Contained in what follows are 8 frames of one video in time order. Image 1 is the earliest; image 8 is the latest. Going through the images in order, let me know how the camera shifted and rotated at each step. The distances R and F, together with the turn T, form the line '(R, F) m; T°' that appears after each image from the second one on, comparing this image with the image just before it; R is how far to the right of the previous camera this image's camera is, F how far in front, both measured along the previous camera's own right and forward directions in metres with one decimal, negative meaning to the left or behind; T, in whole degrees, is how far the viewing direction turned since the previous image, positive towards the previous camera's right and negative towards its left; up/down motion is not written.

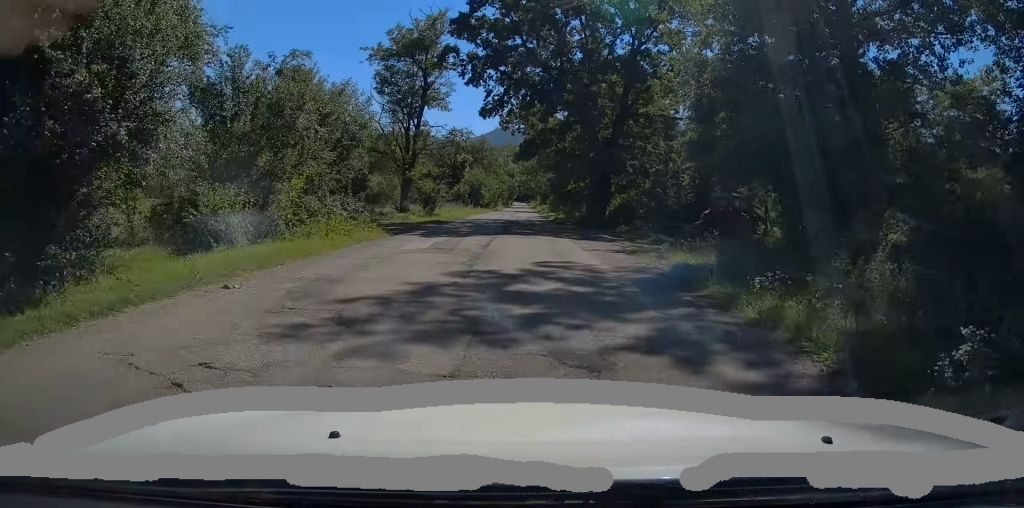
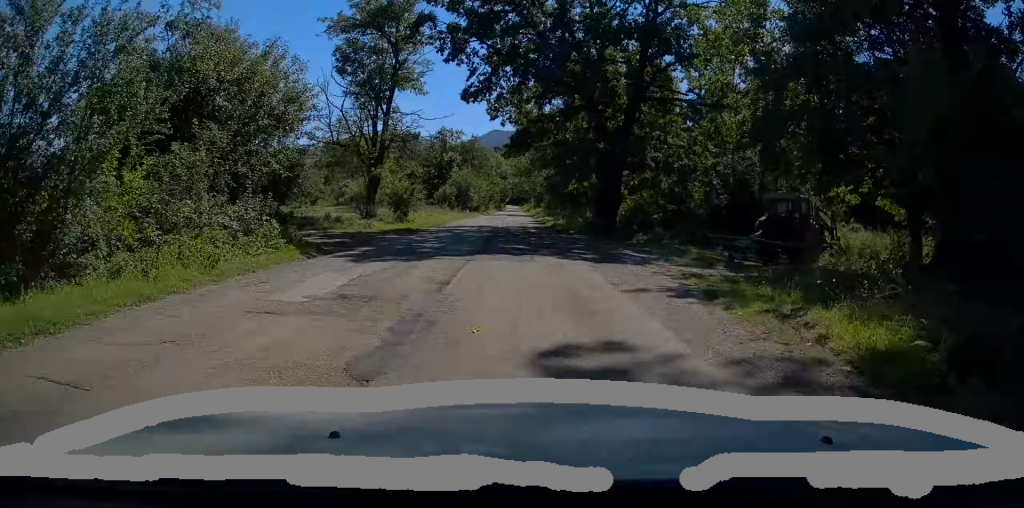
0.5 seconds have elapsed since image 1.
(0.0, +7.0) m; 0°
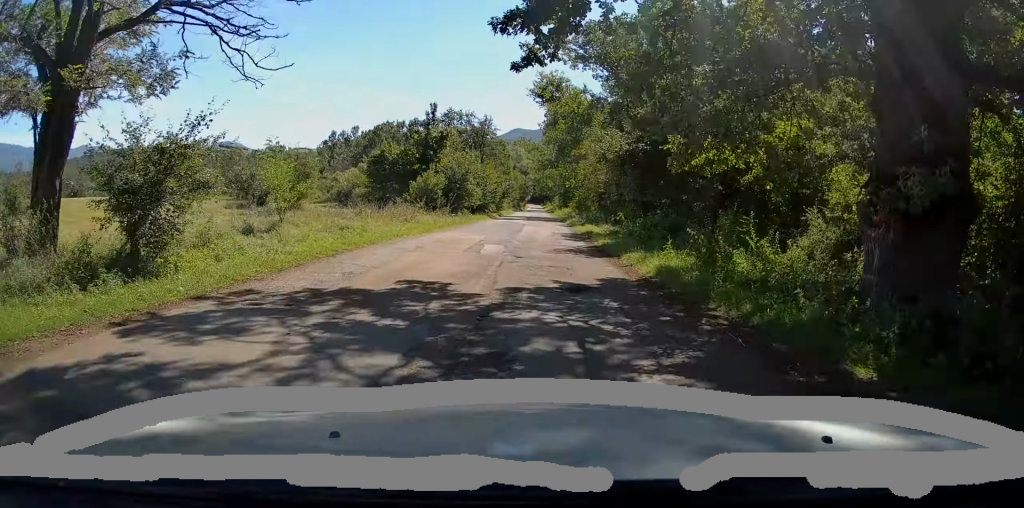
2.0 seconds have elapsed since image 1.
(-0.5, +23.6) m; -2°
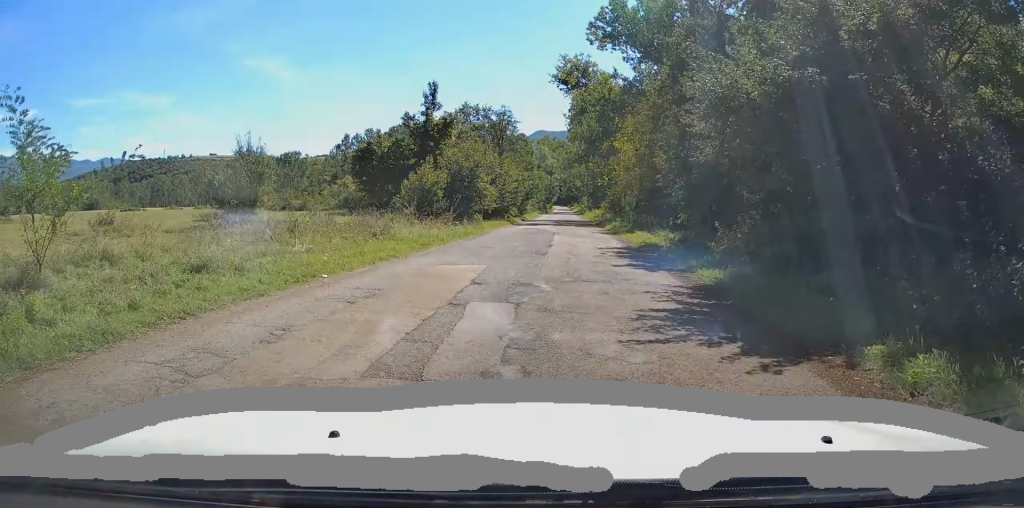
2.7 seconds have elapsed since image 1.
(0.0, +9.7) m; 0°
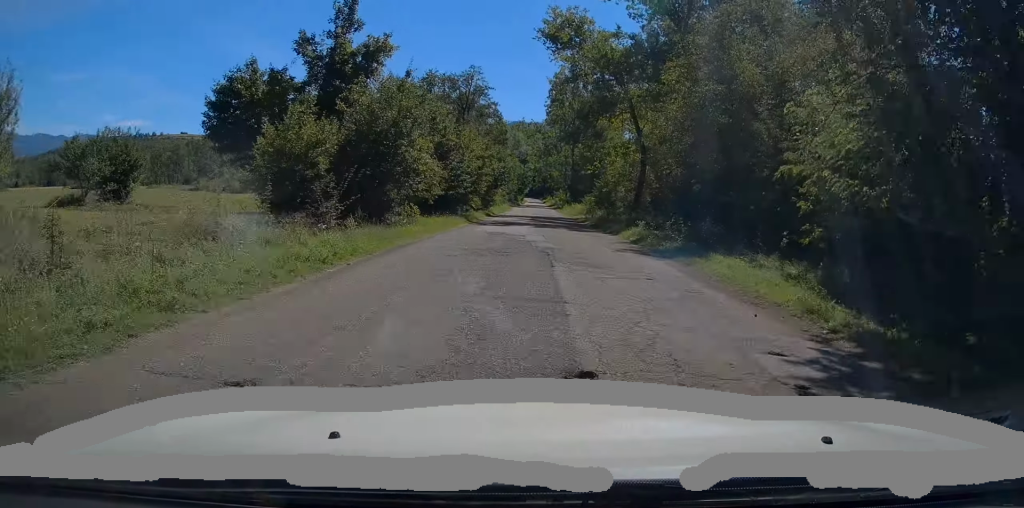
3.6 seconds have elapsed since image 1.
(+0.2, +15.0) m; +1°
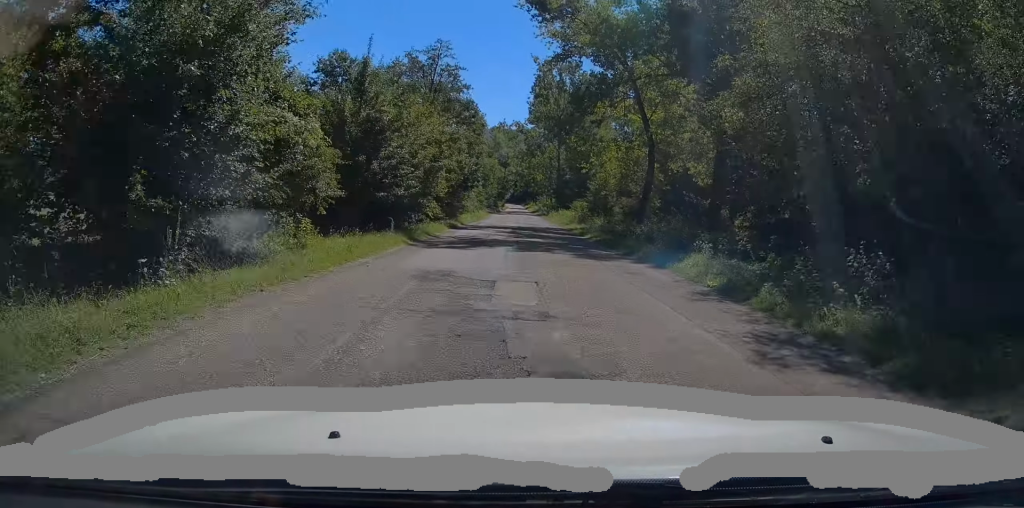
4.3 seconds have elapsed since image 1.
(-0.2, +10.5) m; +1°
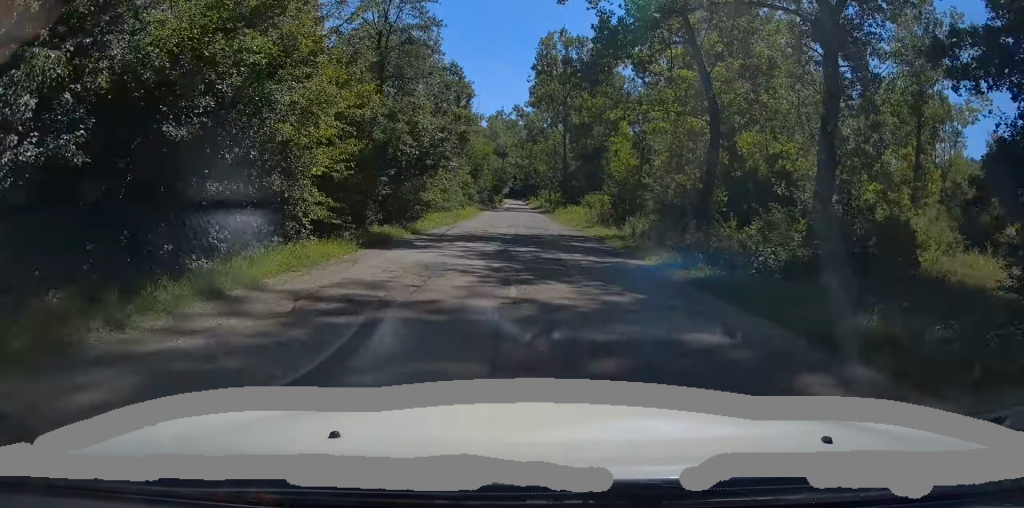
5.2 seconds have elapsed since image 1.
(+0.6, +14.7) m; +1°
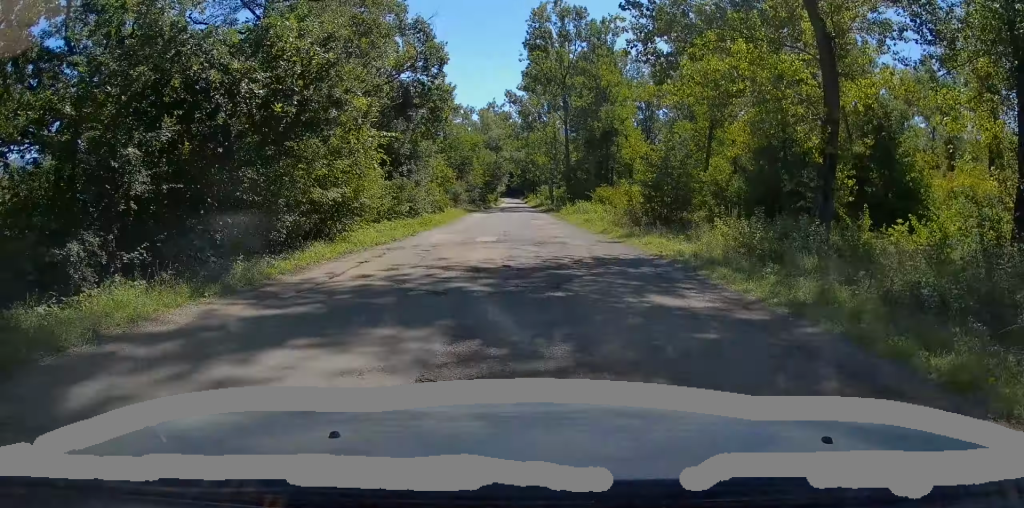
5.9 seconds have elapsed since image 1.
(-0.1, +12.4) m; -1°
